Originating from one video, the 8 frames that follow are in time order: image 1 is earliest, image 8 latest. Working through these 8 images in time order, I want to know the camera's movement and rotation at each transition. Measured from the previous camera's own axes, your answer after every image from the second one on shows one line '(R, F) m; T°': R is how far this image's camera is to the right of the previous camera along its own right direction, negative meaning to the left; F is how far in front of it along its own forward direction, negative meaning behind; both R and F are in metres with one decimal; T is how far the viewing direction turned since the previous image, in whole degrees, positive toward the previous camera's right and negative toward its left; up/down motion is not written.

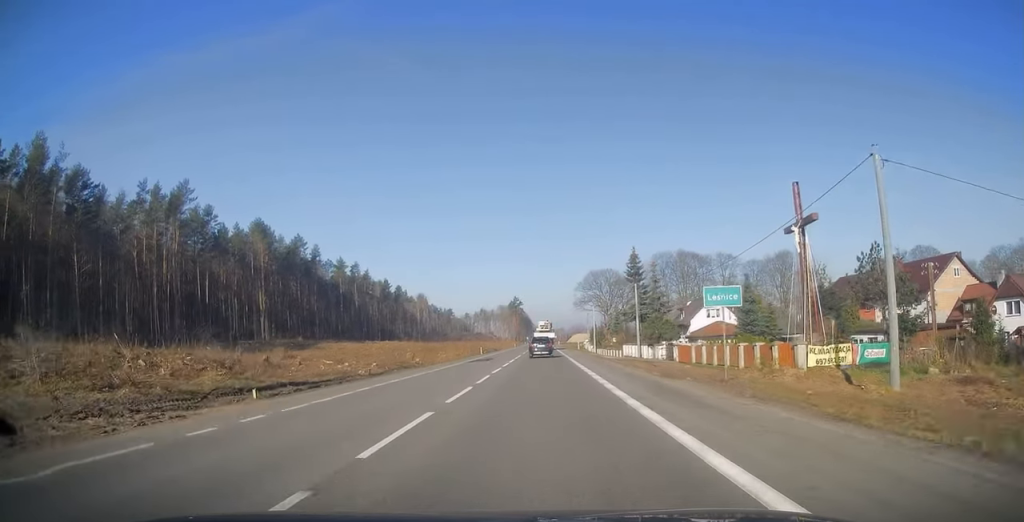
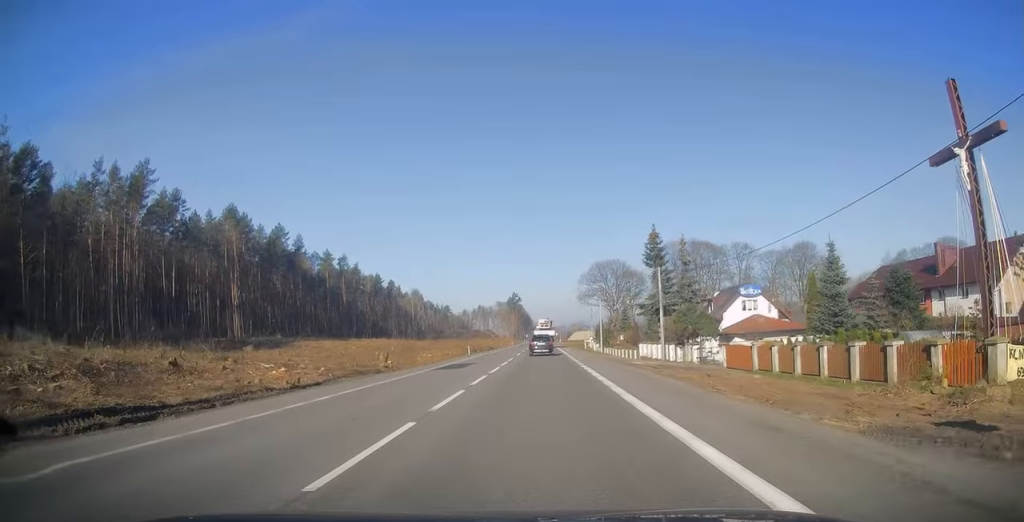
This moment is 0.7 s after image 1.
(-0.1, +13.6) m; +1°
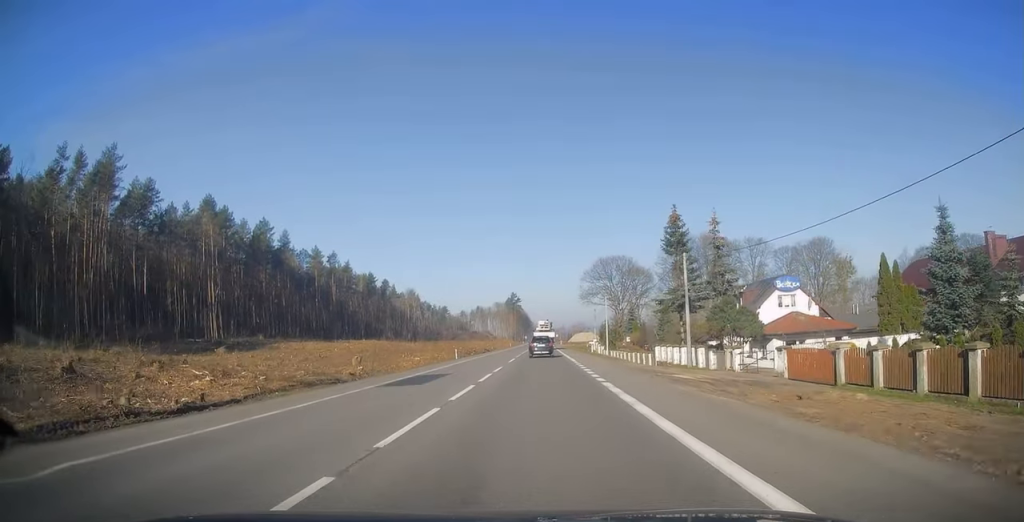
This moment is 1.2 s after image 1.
(+0.1, +9.9) m; 0°
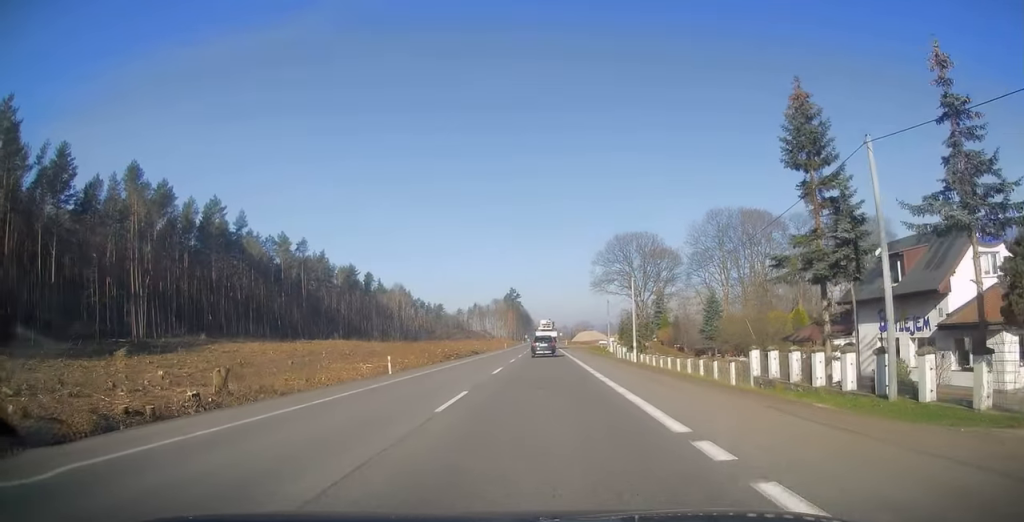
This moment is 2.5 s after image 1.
(0.0, +26.2) m; -1°
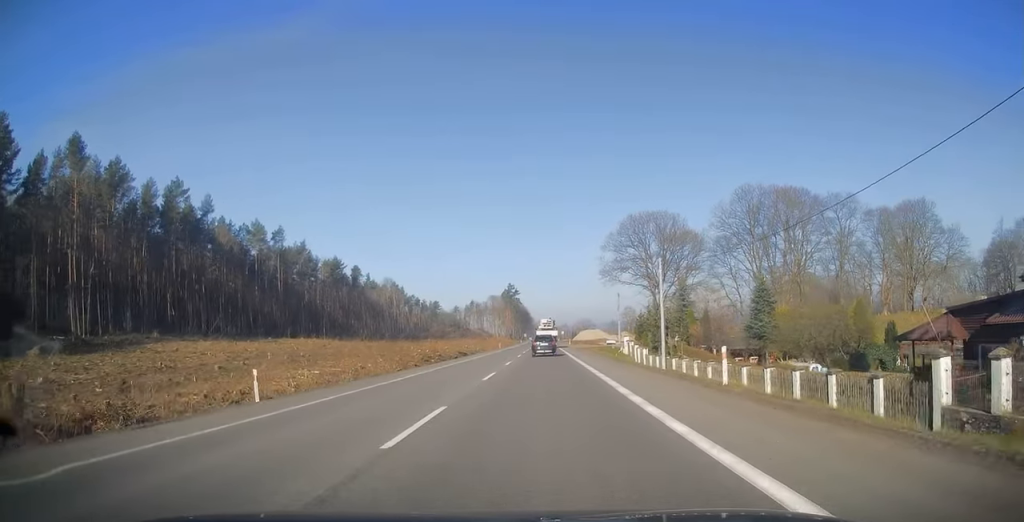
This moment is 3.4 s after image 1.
(-0.1, +15.8) m; 0°
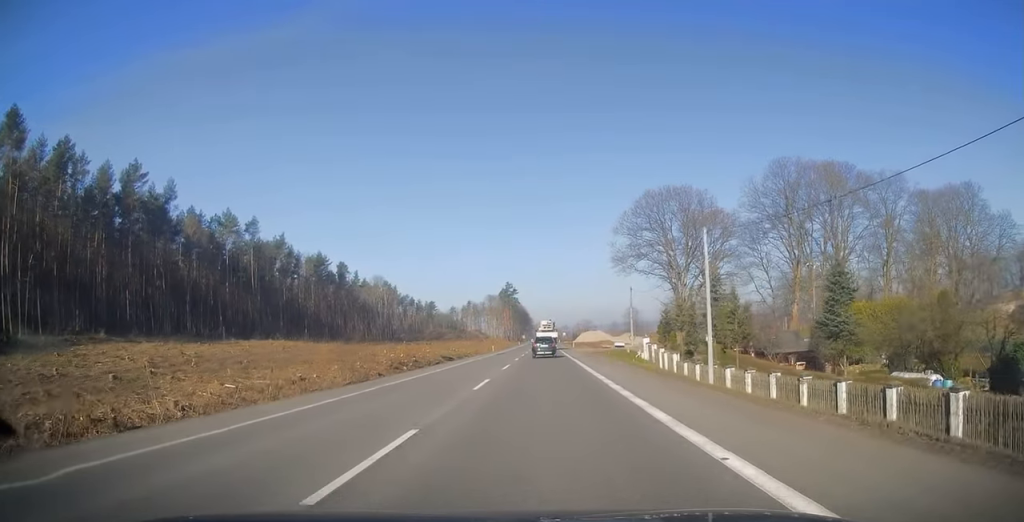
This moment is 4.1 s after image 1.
(0.0, +14.5) m; 0°
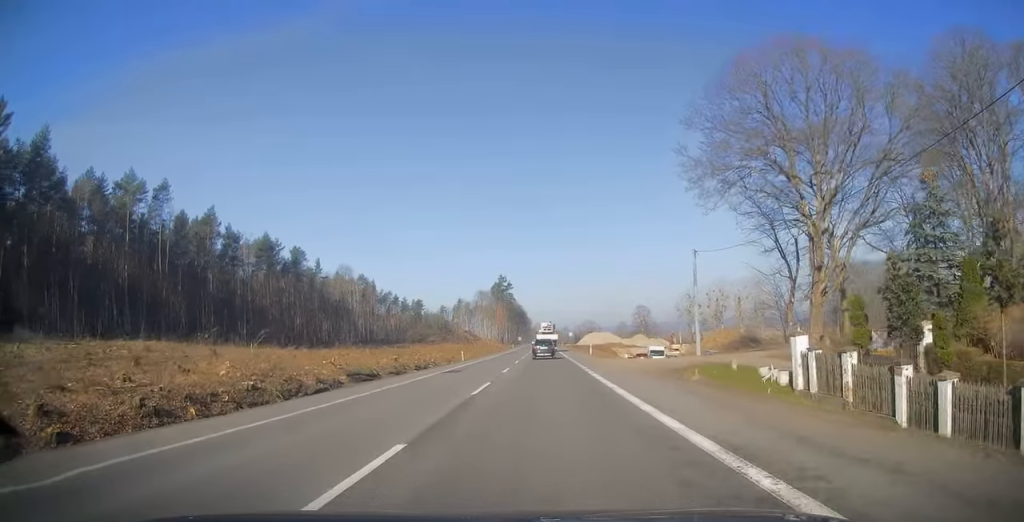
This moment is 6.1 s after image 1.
(+0.3, +36.9) m; +1°
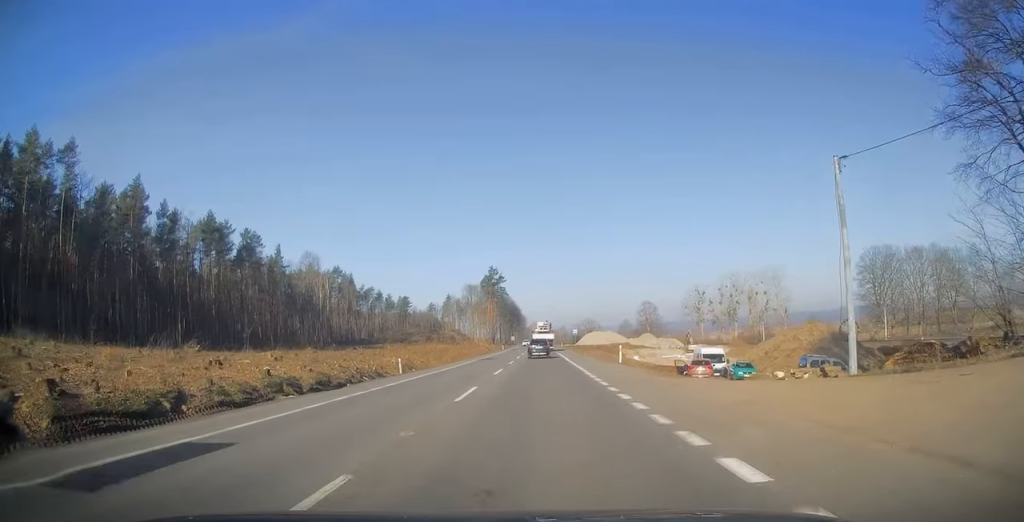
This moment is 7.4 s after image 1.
(0.0, +25.7) m; 0°
